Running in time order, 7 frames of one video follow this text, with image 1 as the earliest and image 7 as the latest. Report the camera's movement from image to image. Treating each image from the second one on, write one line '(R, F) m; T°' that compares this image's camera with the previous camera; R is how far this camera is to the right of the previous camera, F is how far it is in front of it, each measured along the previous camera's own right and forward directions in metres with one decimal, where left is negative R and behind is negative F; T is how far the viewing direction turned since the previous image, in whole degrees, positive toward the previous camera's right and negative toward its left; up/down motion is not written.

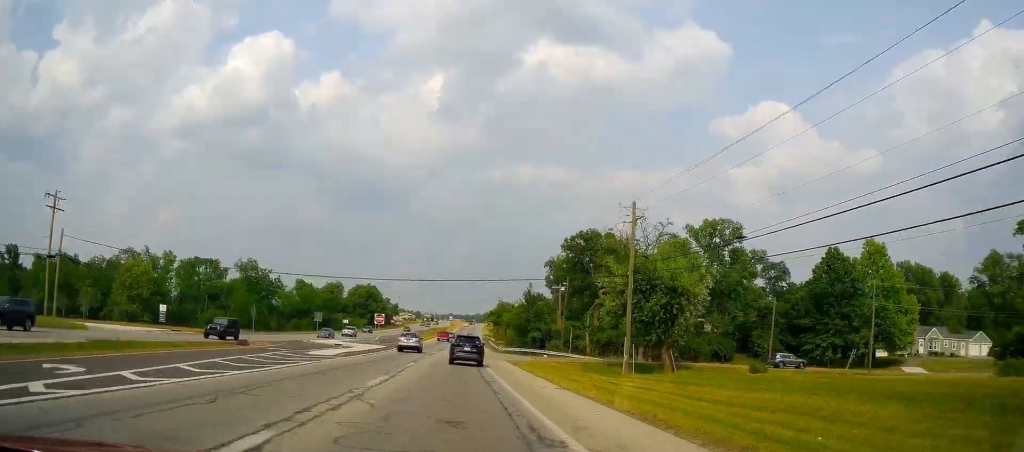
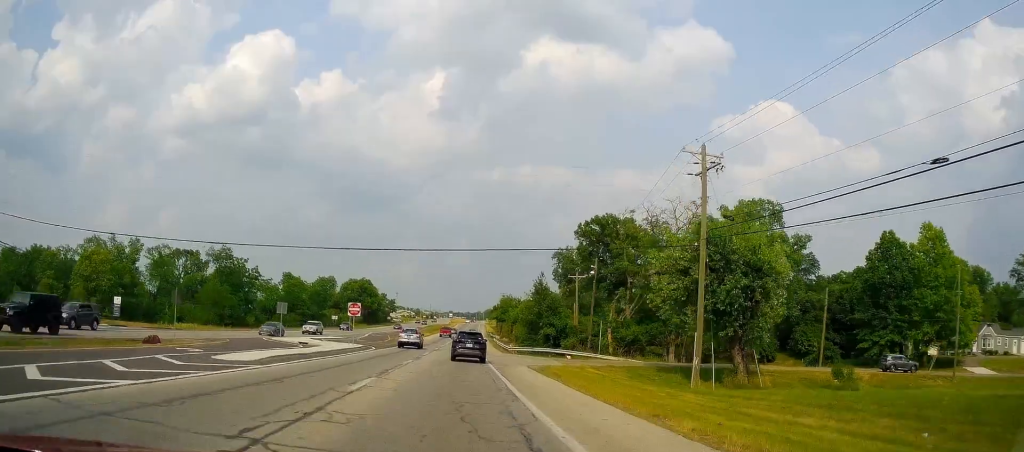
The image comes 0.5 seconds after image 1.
(+0.1, +13.5) m; 0°
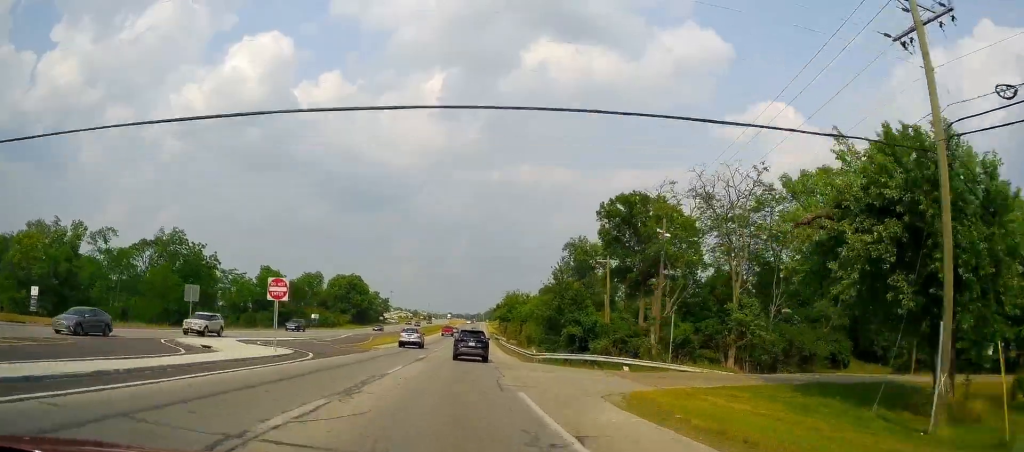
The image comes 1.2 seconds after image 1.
(0.0, +18.0) m; 0°
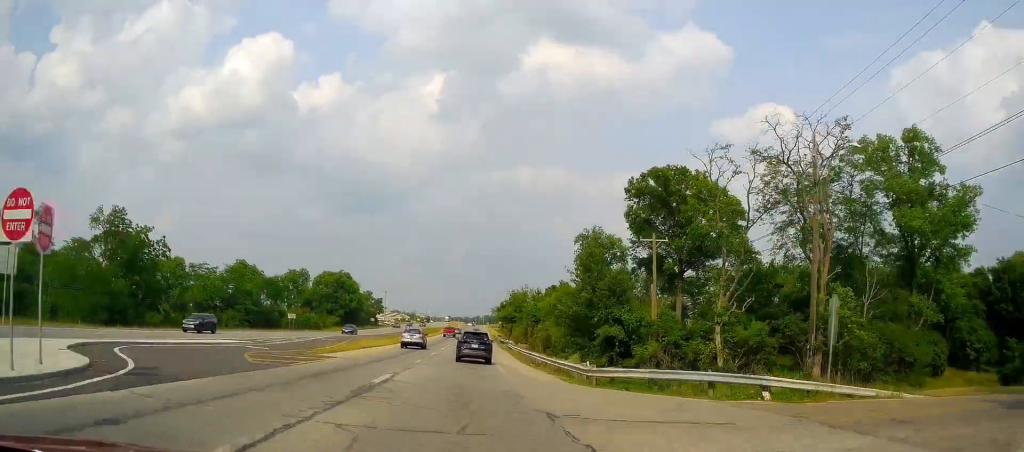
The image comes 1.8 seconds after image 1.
(+0.1, +16.3) m; 0°
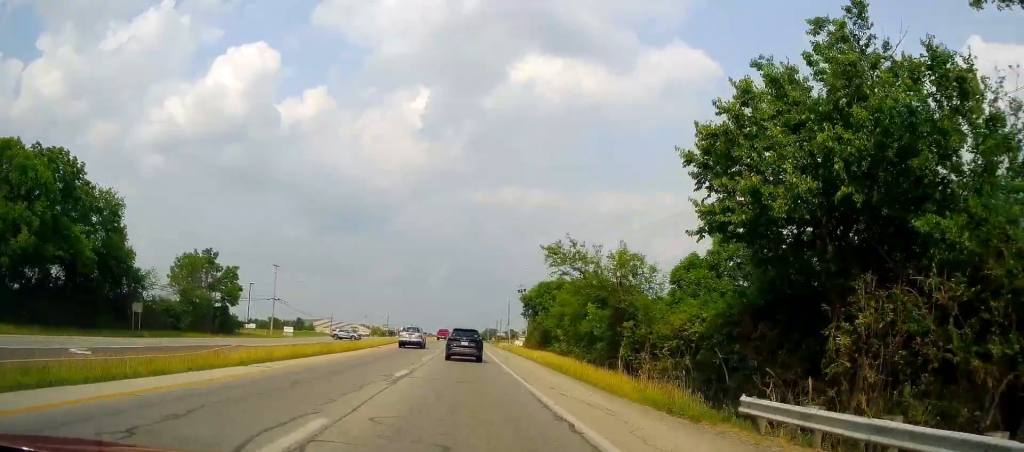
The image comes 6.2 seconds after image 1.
(-0.9, +118.1) m; 0°
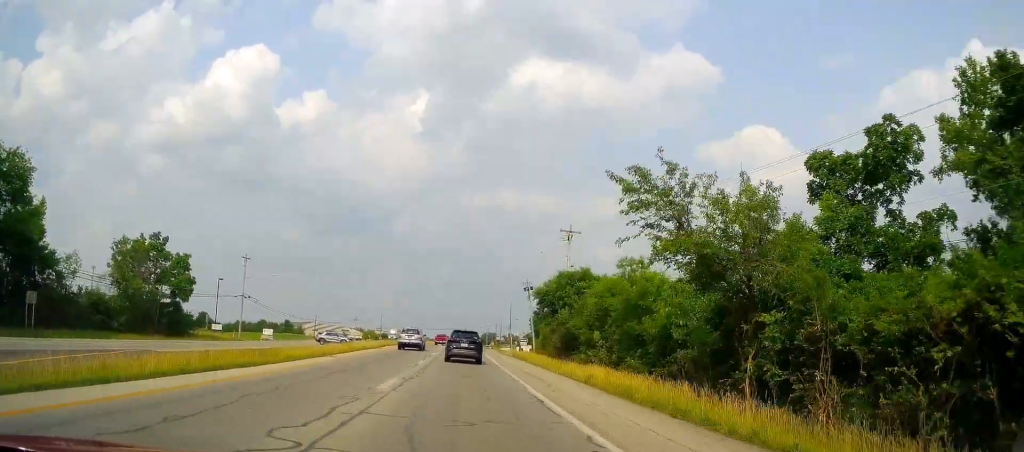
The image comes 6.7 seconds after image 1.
(+0.2, +15.2) m; +1°
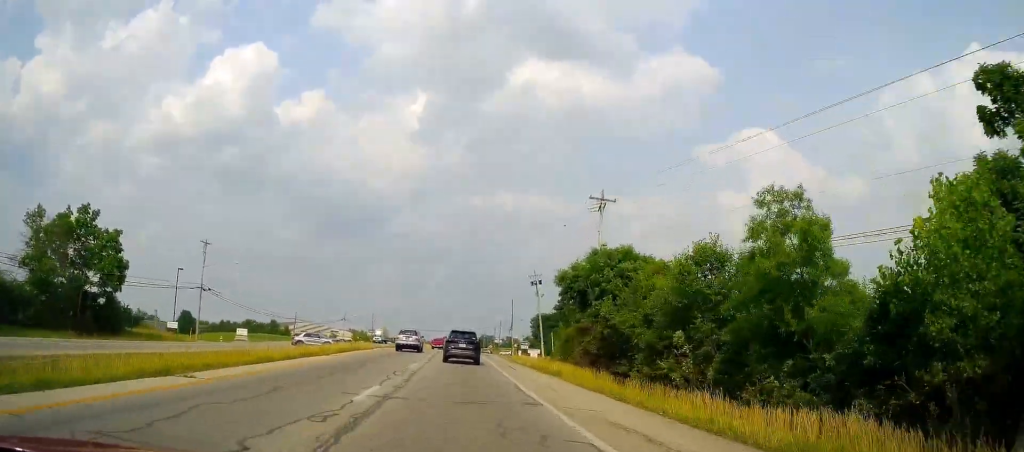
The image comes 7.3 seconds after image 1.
(+0.3, +15.2) m; +1°
